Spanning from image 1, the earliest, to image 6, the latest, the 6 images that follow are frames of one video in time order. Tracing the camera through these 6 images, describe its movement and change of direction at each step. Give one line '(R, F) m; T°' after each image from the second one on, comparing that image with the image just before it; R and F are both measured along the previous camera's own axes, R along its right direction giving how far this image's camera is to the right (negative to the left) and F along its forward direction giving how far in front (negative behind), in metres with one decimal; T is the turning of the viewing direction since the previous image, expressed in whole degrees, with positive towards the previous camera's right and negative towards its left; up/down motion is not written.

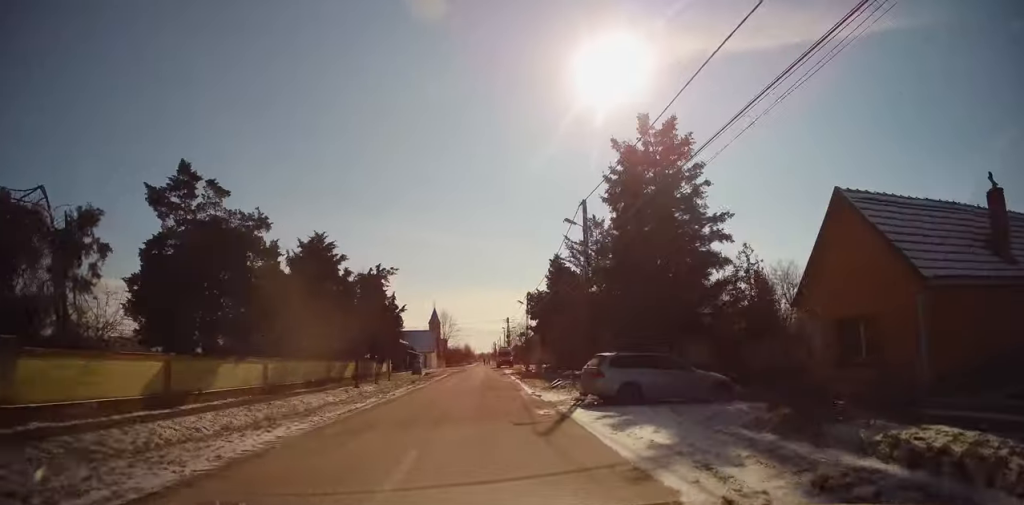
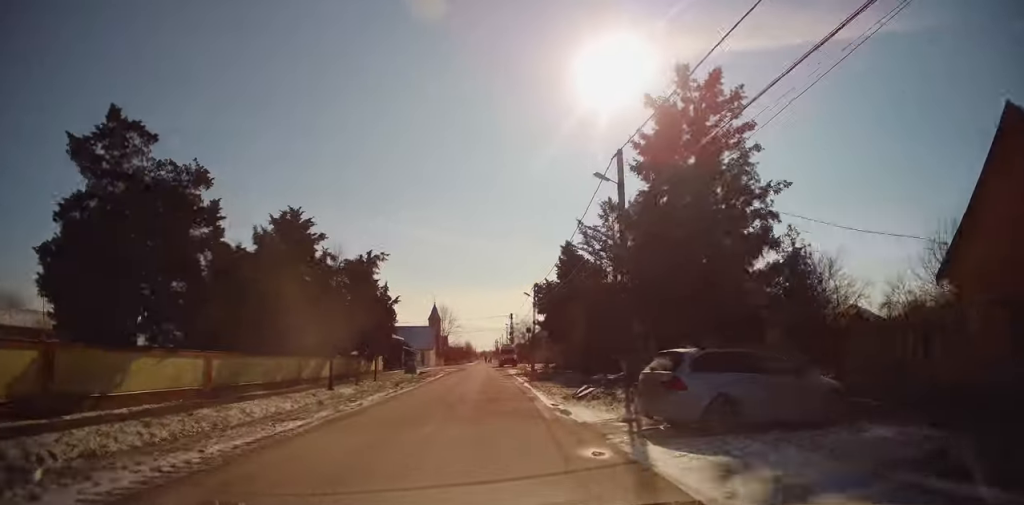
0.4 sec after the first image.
(-0.2, +5.7) m; 0°
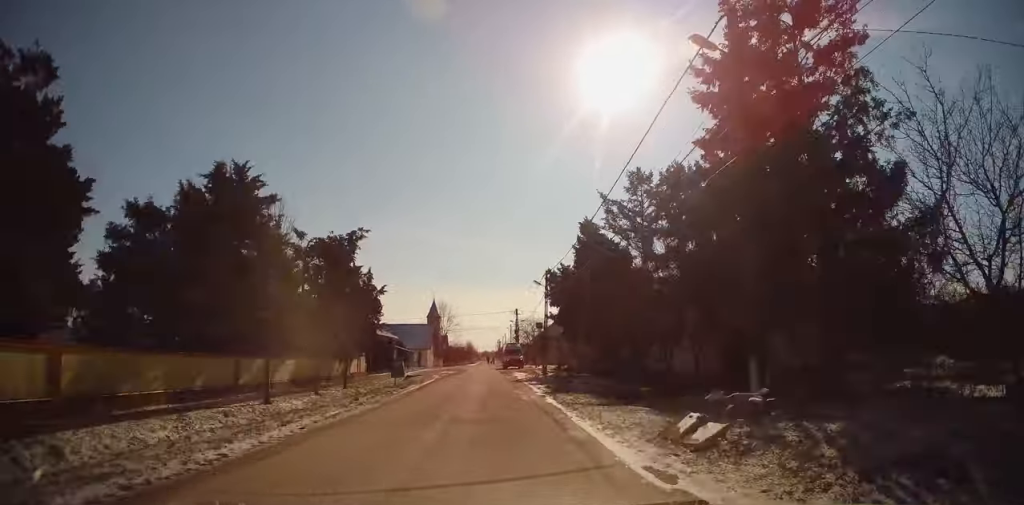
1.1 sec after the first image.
(0.0, +8.3) m; 0°
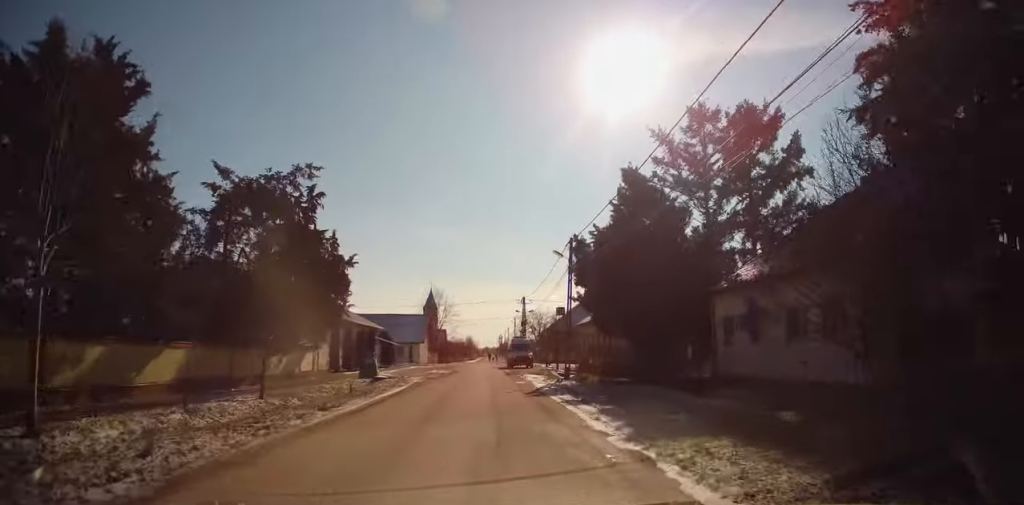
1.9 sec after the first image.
(+0.1, +11.4) m; 0°
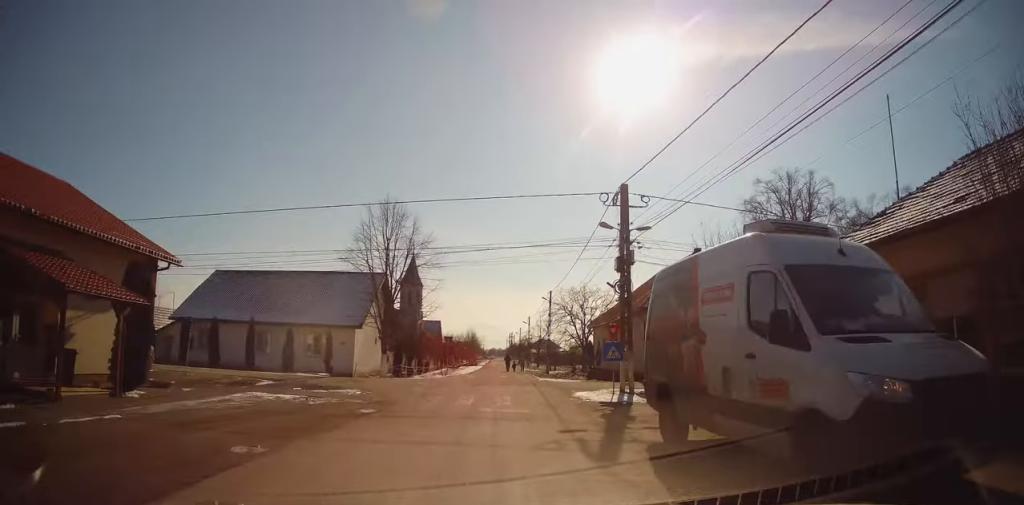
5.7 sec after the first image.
(-0.6, +44.5) m; -2°
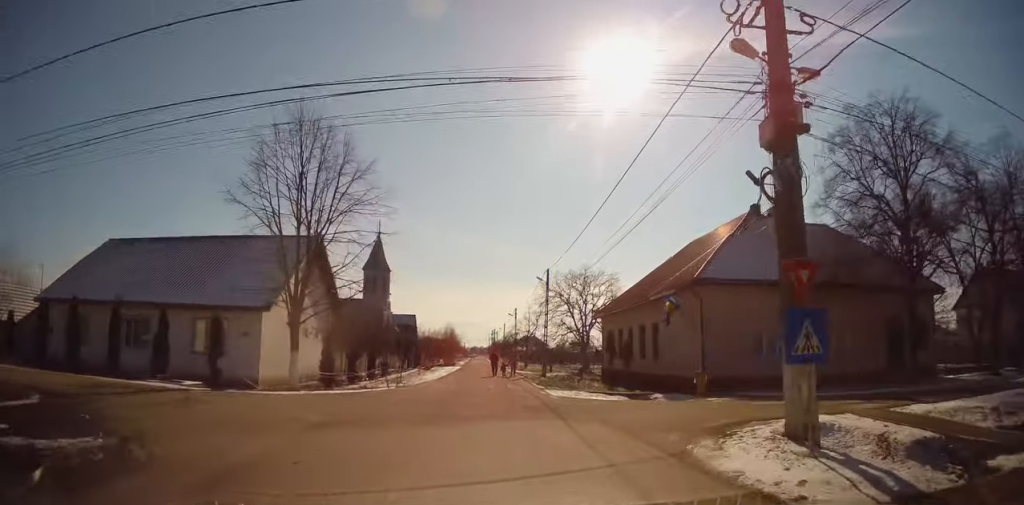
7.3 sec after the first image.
(+0.4, +13.0) m; +3°
